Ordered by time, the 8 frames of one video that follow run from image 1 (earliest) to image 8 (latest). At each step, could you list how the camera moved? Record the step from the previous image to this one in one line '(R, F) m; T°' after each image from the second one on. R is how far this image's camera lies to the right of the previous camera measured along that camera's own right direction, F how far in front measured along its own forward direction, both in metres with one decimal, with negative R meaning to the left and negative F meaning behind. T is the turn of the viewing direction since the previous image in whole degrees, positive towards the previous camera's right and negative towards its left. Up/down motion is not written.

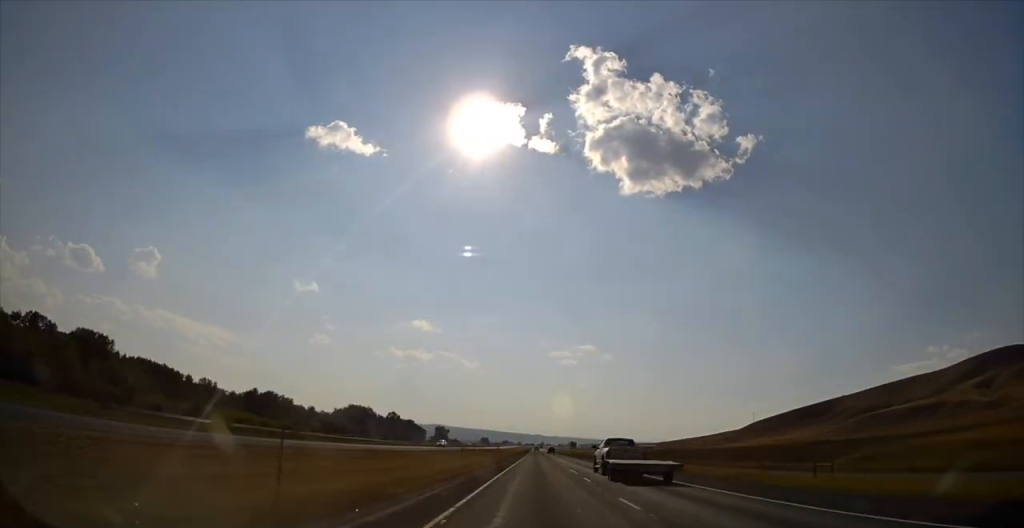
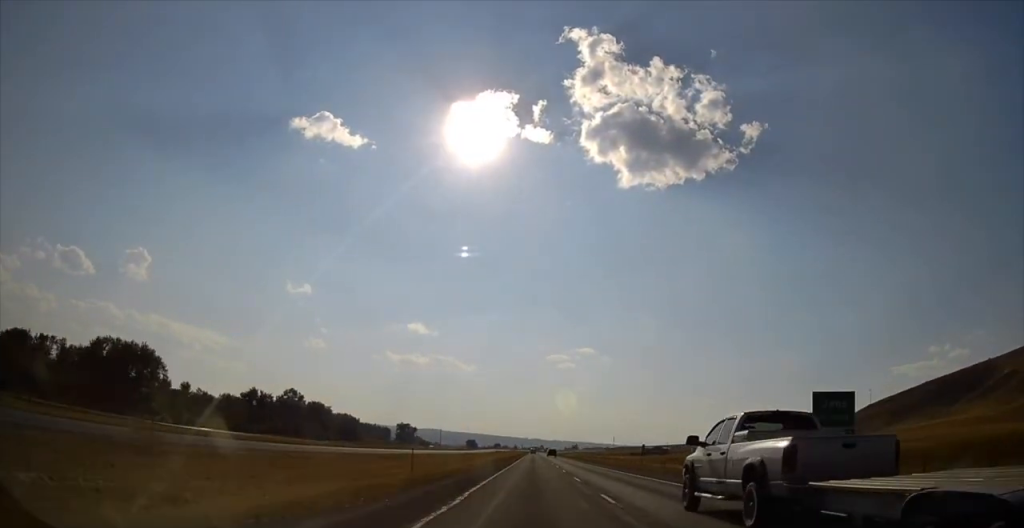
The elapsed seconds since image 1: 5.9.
(-2.2, +230.2) m; 0°
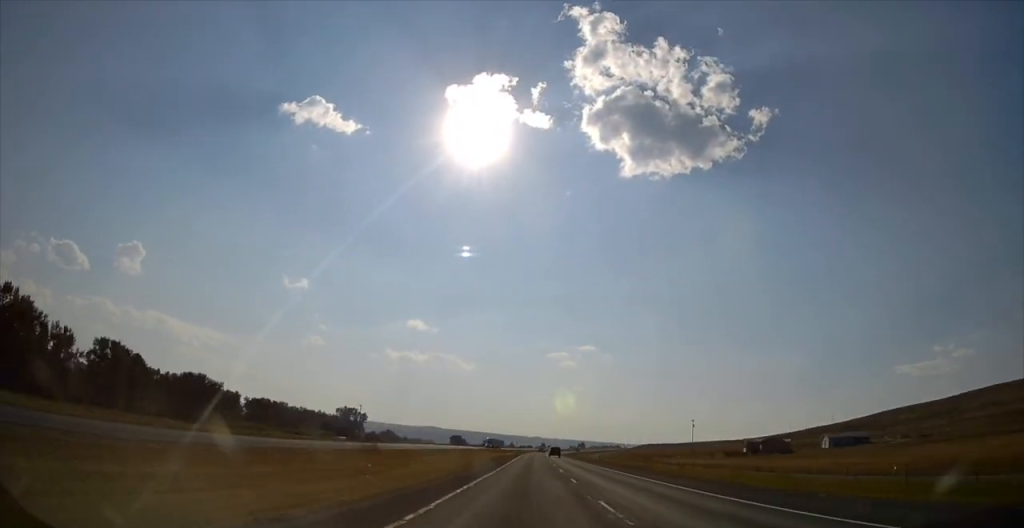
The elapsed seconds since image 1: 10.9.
(-0.6, +198.6) m; +2°
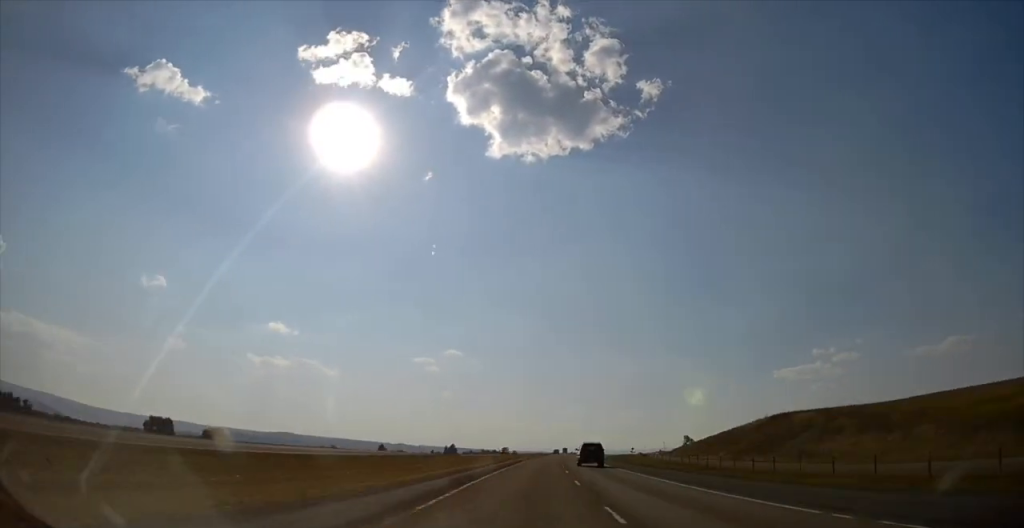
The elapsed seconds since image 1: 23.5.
(+40.2, +487.0) m; +9°
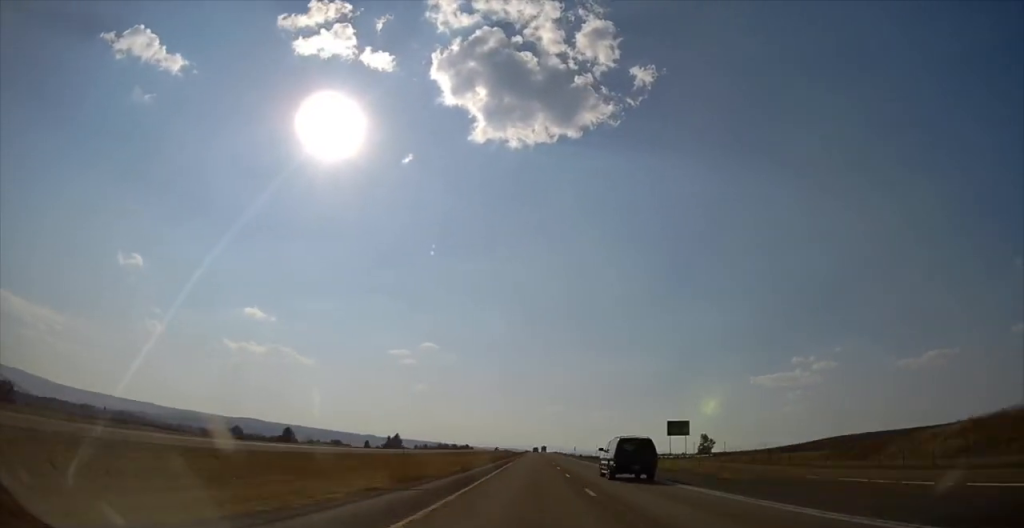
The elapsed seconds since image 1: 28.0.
(+4.8, +178.1) m; +2°
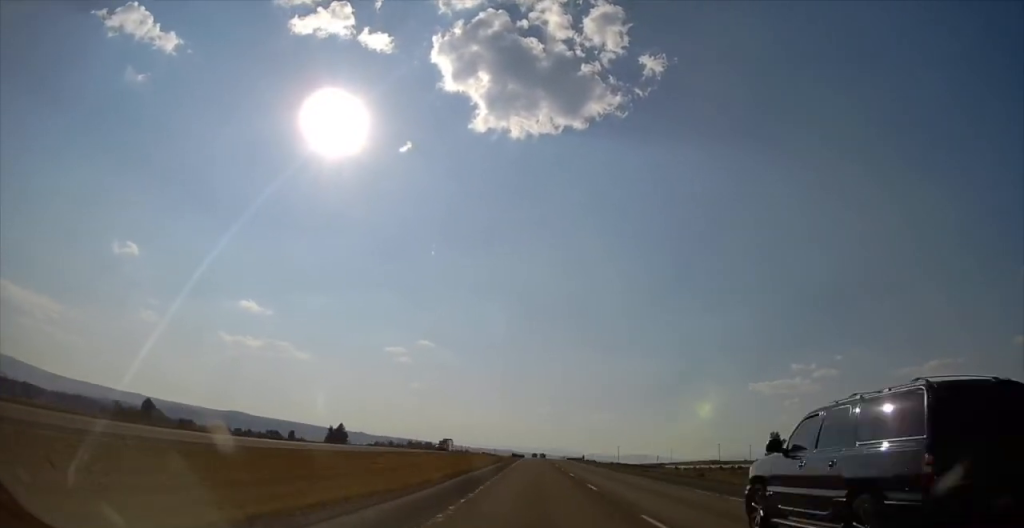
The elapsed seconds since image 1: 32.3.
(+1.9, +168.9) m; 0°
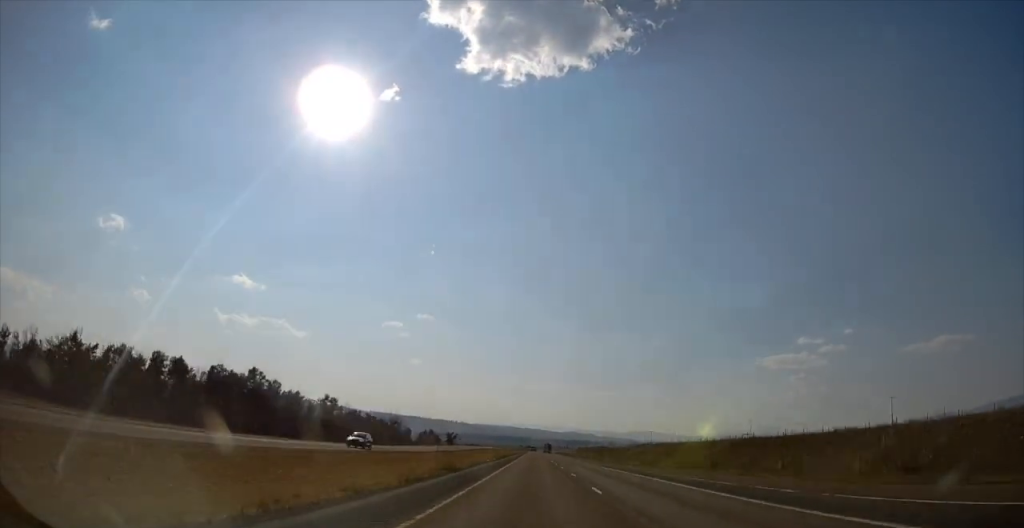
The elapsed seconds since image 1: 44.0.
(+3.5, +466.3) m; +2°
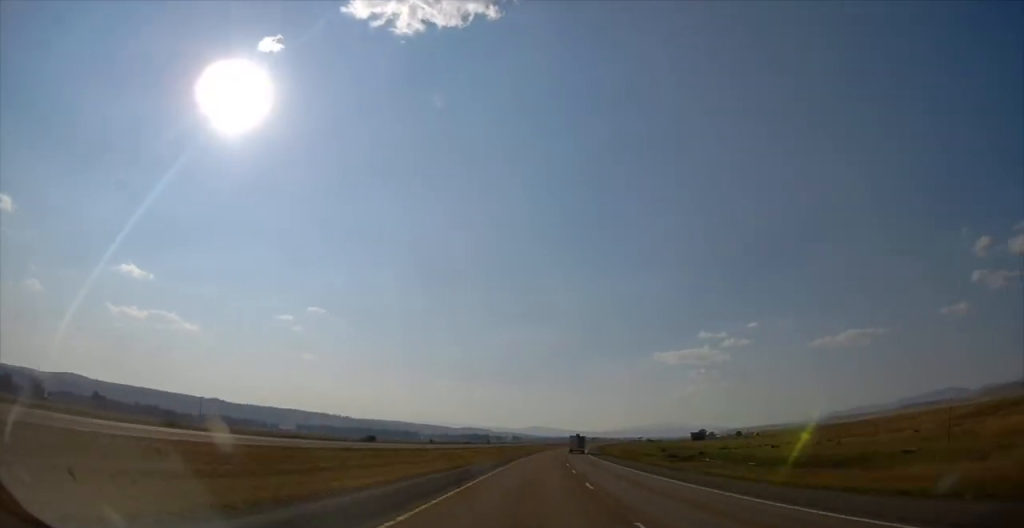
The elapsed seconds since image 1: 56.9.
(+32.0, +498.8) m; +11°
